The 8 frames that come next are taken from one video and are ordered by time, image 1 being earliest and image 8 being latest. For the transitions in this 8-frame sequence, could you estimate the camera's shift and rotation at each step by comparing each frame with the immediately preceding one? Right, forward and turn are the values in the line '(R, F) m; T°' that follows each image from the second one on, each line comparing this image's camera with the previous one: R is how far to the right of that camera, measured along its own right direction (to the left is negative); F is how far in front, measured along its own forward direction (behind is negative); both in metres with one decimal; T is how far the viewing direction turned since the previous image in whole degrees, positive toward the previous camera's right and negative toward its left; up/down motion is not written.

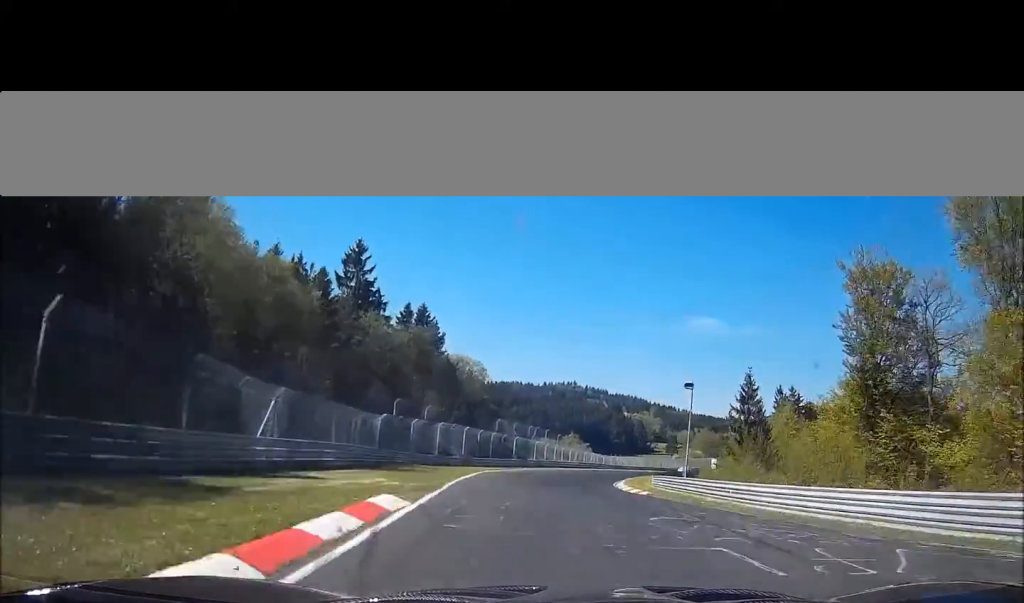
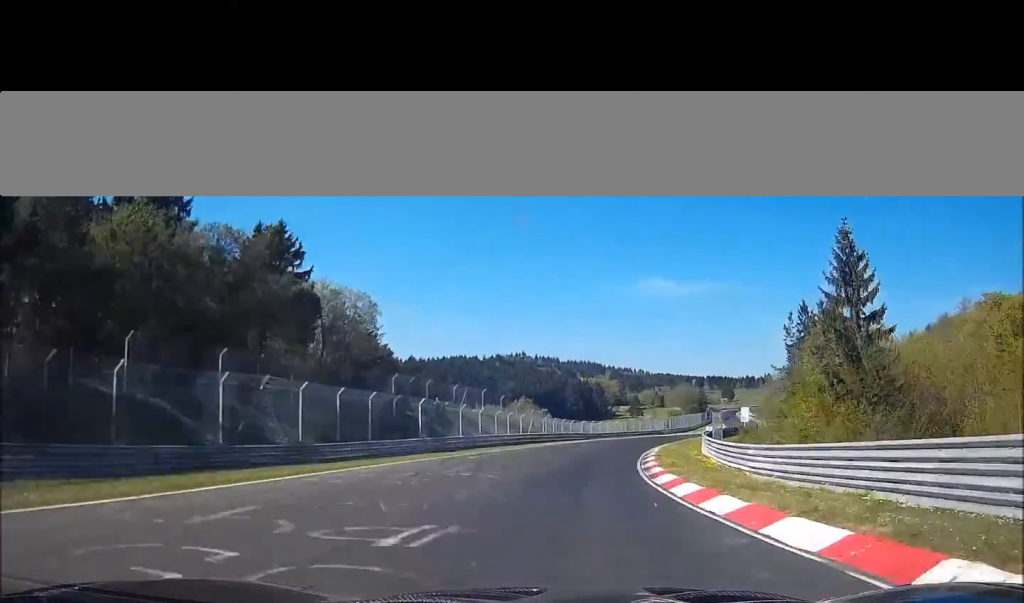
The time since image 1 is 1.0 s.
(-0.5, +41.8) m; +1°
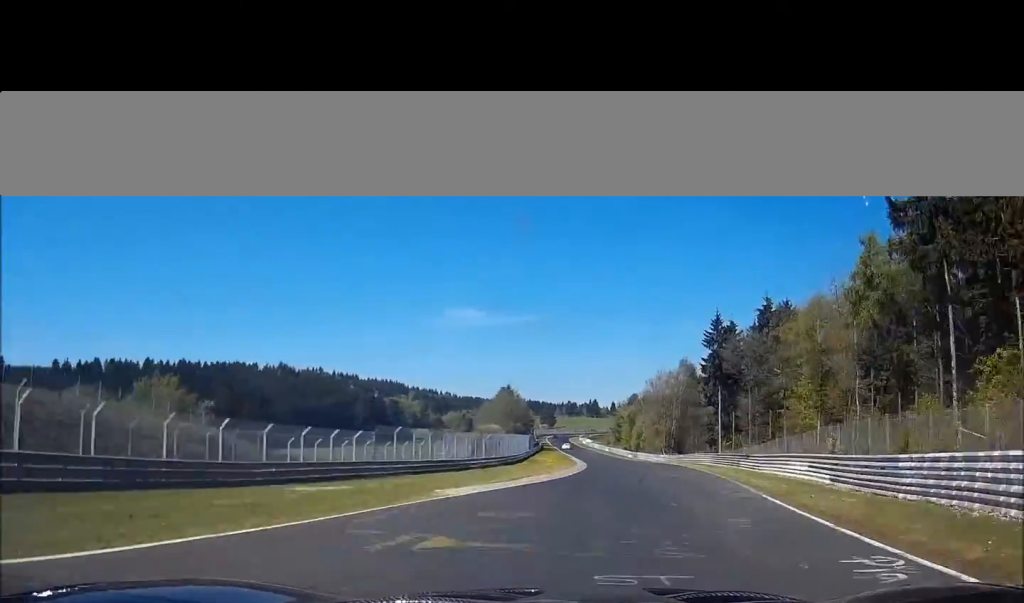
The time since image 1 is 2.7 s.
(+6.2, +76.4) m; +12°
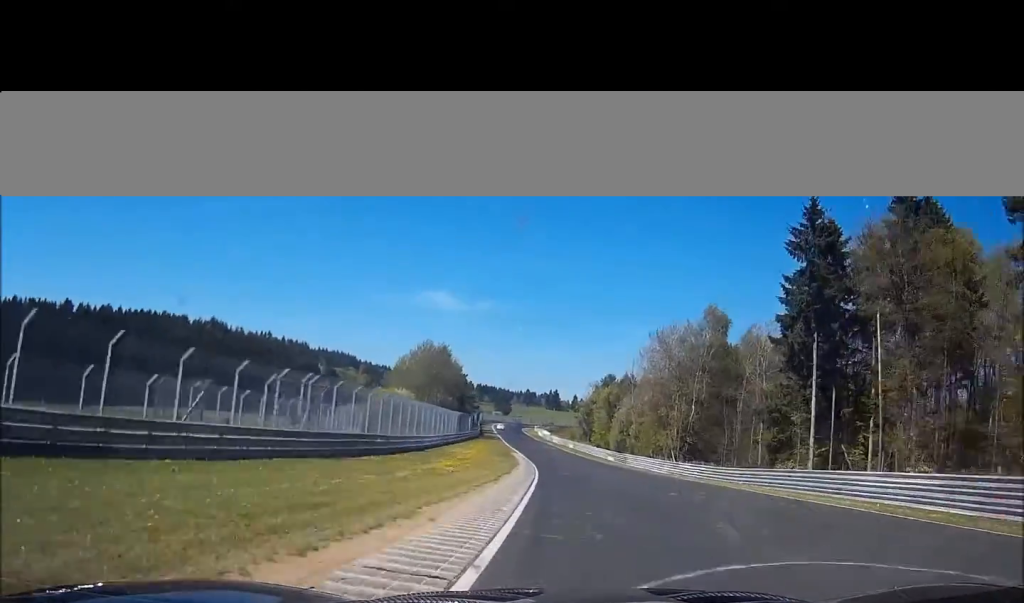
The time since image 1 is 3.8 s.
(+4.2, +48.6) m; +4°
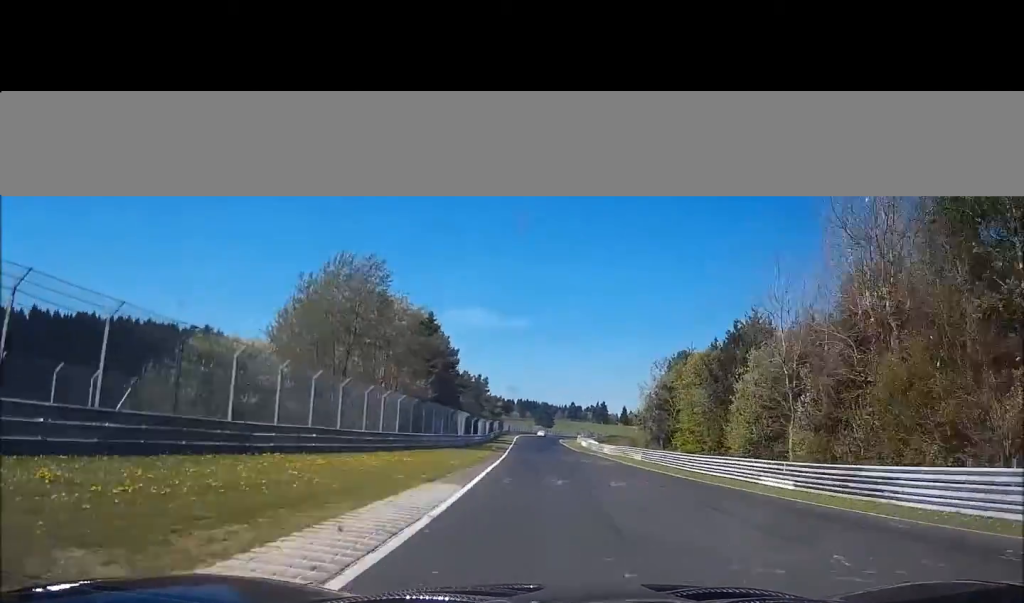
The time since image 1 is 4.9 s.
(-1.1, +54.3) m; -3°
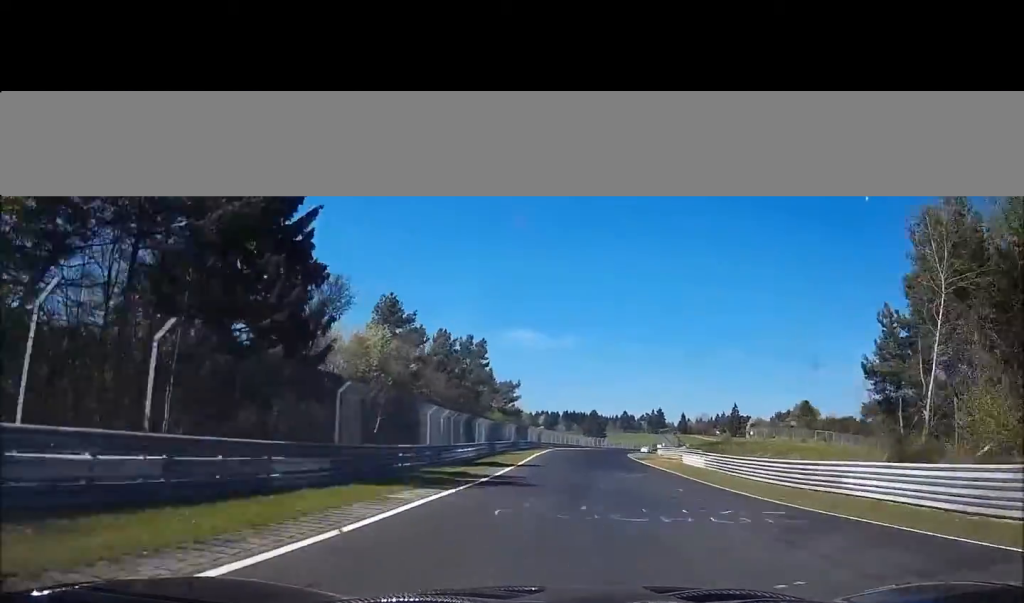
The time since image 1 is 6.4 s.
(-1.6, +66.6) m; -1°
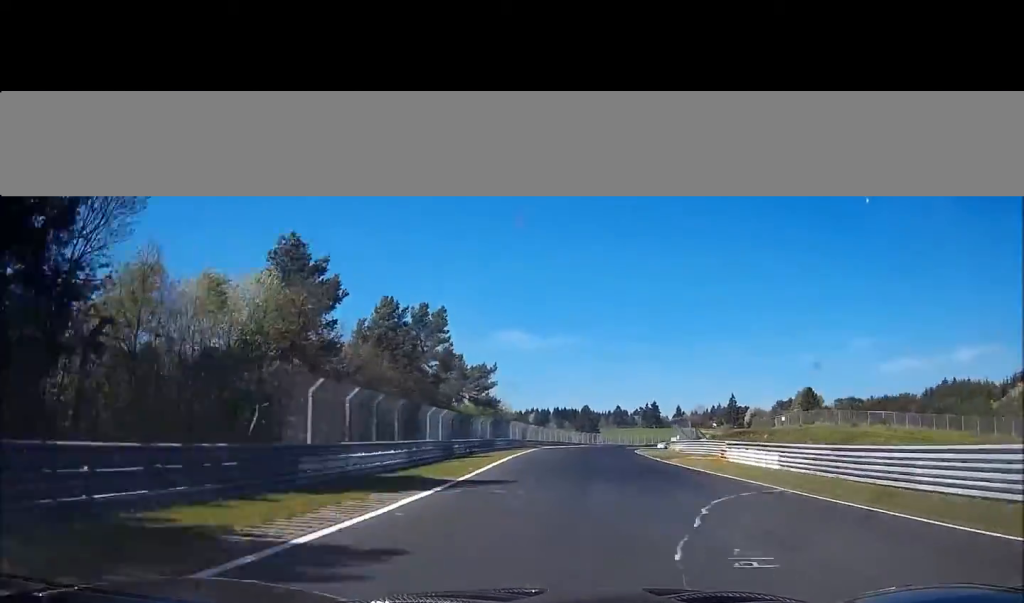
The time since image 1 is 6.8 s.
(-0.3, +17.8) m; +1°
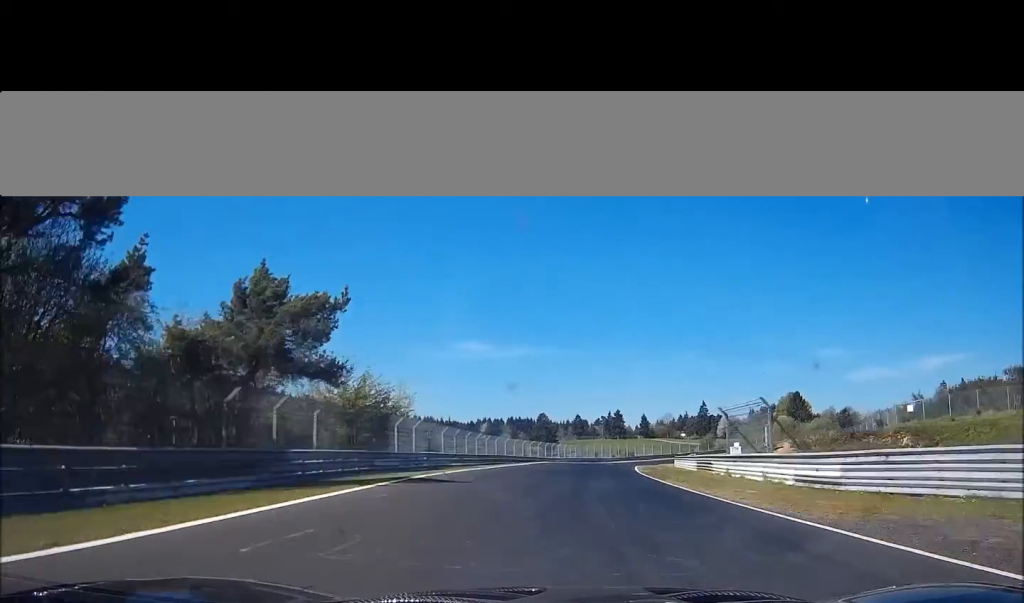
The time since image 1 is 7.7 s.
(+1.0, +36.9) m; +3°
